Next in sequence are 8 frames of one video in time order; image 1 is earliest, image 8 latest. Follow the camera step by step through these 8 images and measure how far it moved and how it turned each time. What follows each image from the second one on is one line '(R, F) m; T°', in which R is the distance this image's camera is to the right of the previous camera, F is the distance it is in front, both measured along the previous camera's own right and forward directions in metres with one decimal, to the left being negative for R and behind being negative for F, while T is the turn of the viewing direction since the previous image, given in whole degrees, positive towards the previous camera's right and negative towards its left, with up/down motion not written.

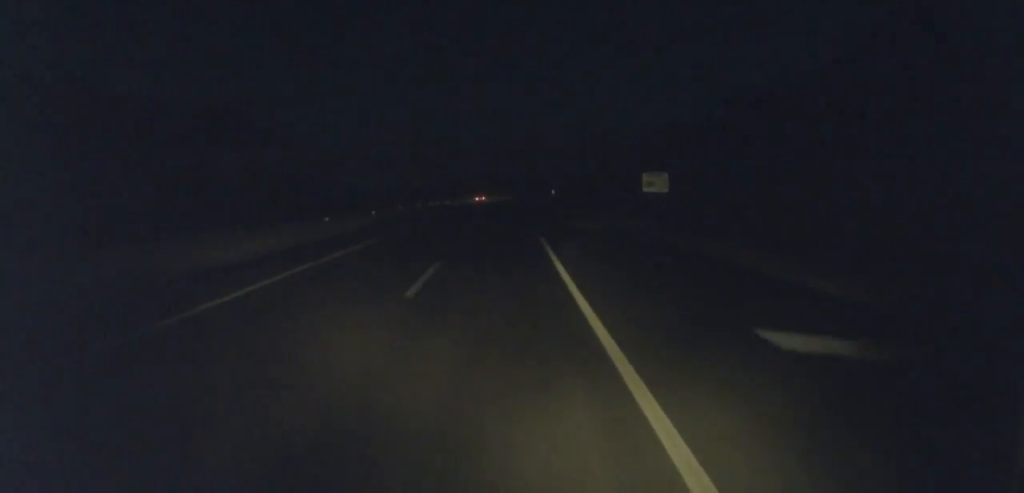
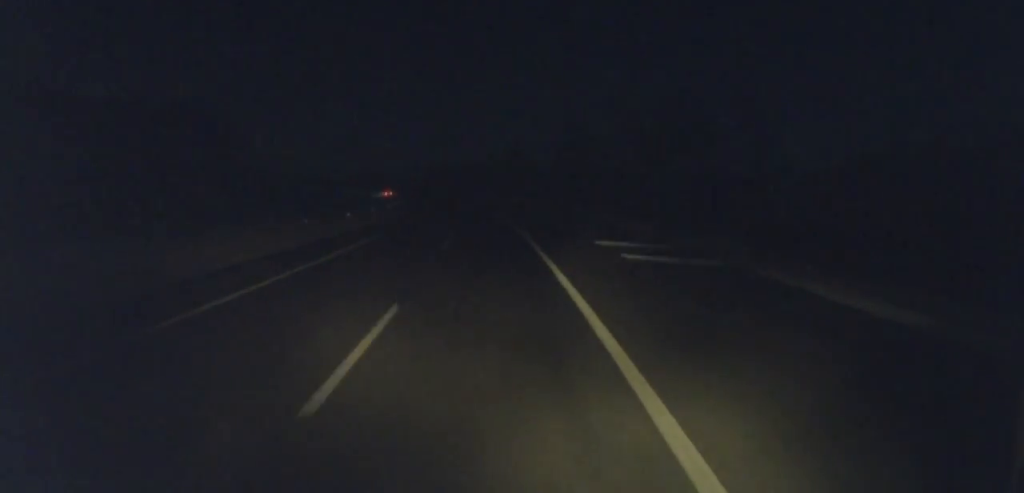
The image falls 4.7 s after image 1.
(-1.5, +93.9) m; -4°
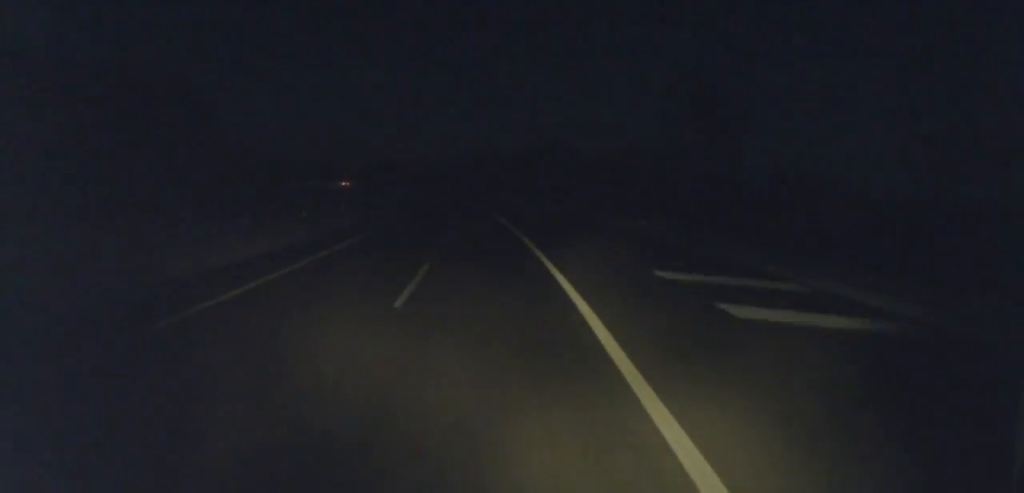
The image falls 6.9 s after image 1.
(-1.4, +45.8) m; -4°
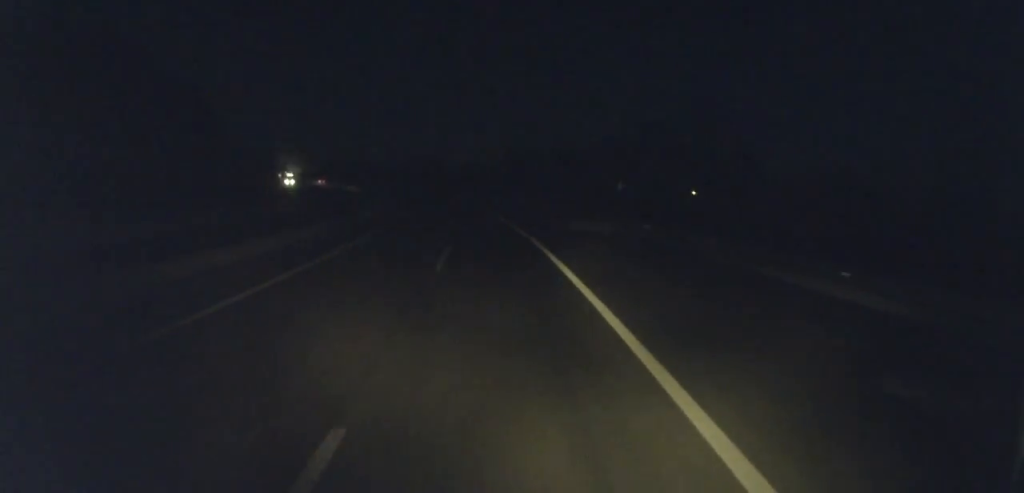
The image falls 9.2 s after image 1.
(-1.4, +45.9) m; -5°
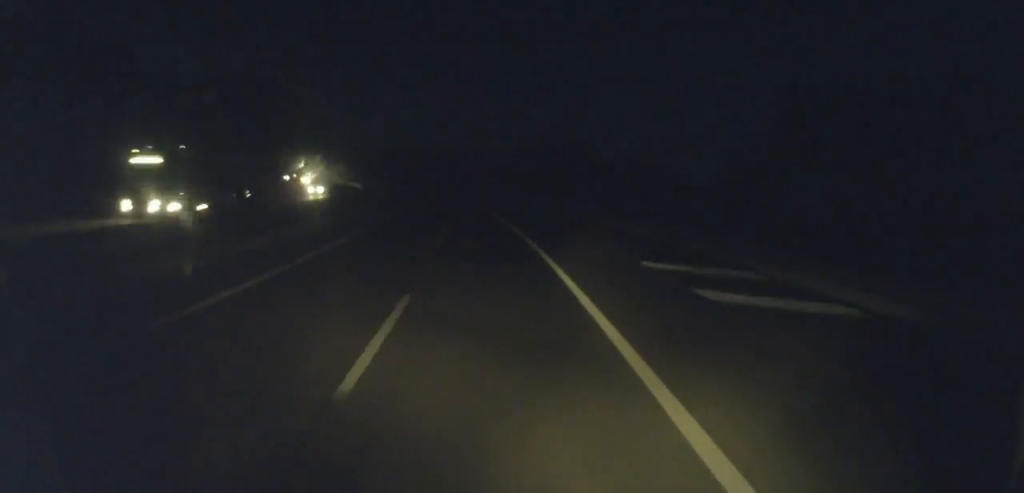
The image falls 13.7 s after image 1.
(-9.6, +93.2) m; -12°
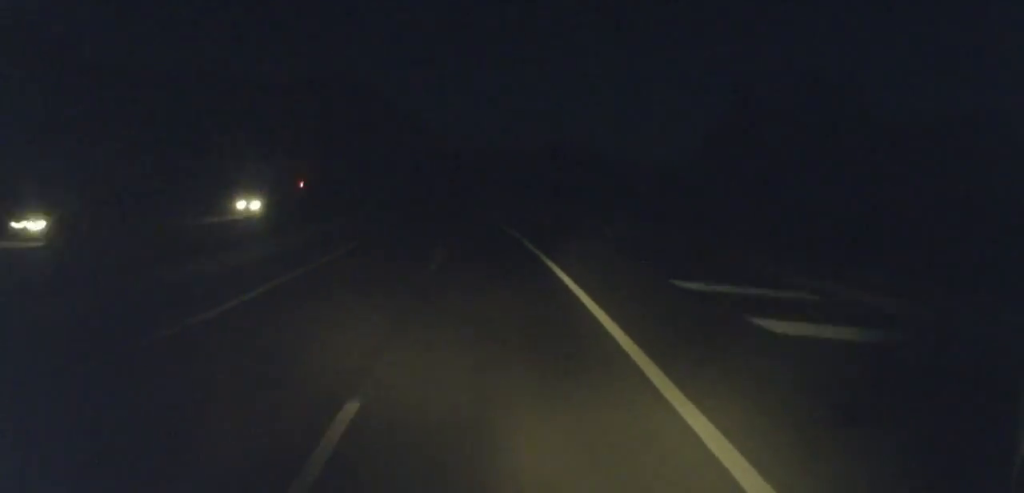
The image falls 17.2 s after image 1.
(-5.4, +73.6) m; -9°
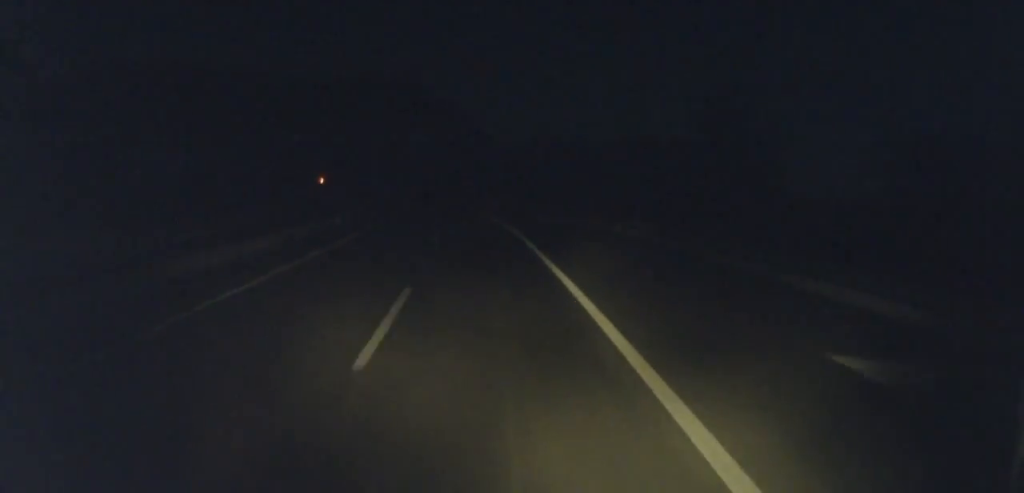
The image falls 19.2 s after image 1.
(-1.7, +43.8) m; -5°
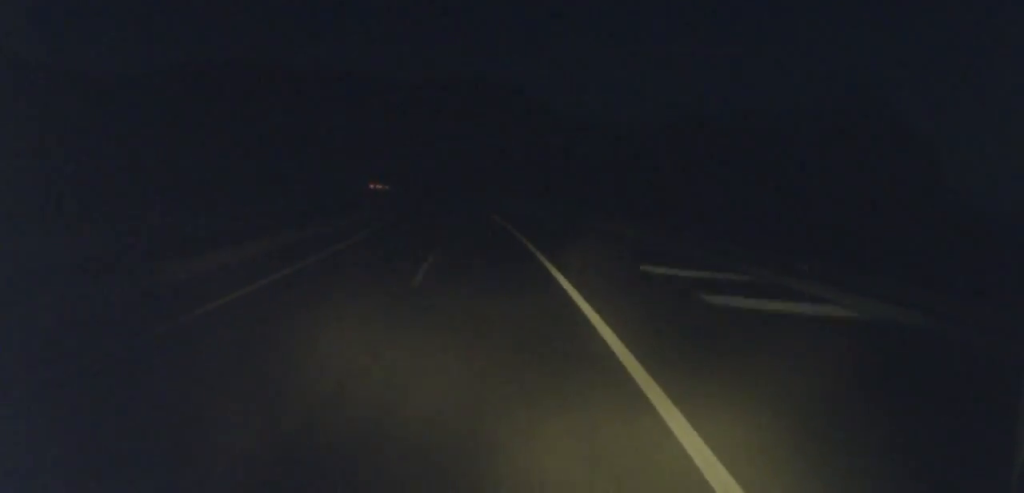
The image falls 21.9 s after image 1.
(-4.4, +59.3) m; -7°
